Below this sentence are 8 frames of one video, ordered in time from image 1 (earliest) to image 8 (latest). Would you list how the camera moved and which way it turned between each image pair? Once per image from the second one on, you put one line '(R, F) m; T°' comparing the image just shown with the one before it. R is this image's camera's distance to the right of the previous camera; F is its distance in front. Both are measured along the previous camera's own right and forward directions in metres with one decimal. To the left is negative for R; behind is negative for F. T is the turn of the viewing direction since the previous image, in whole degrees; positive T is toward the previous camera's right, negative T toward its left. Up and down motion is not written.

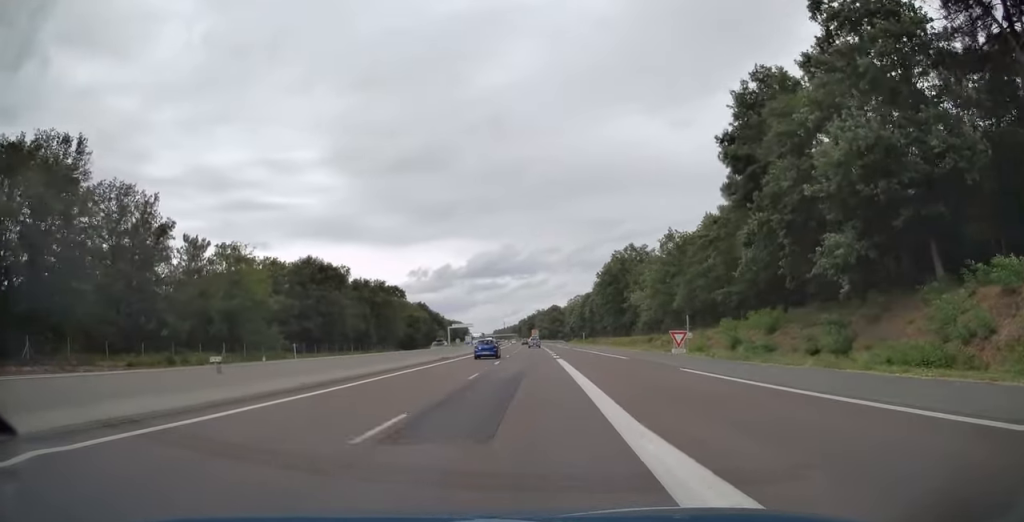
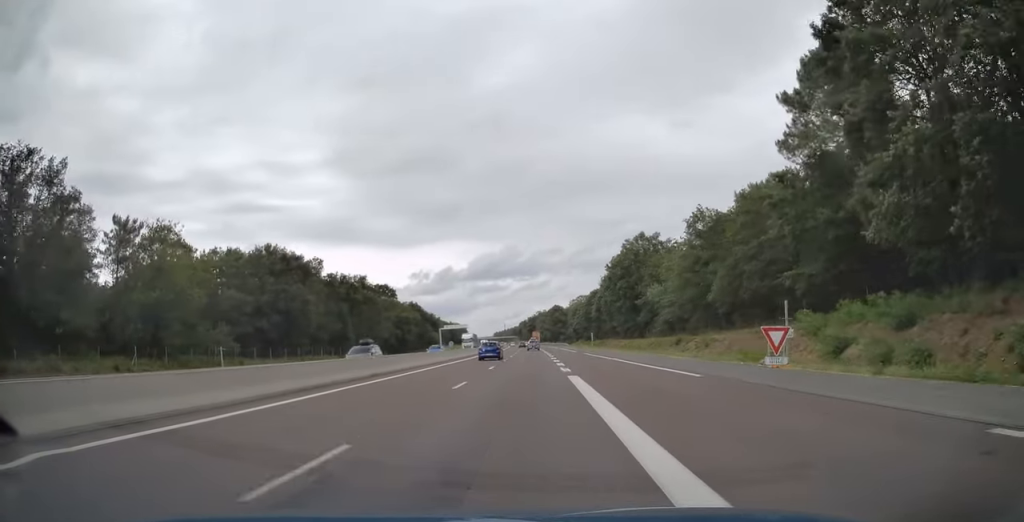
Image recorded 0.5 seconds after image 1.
(0.0, +16.1) m; 0°
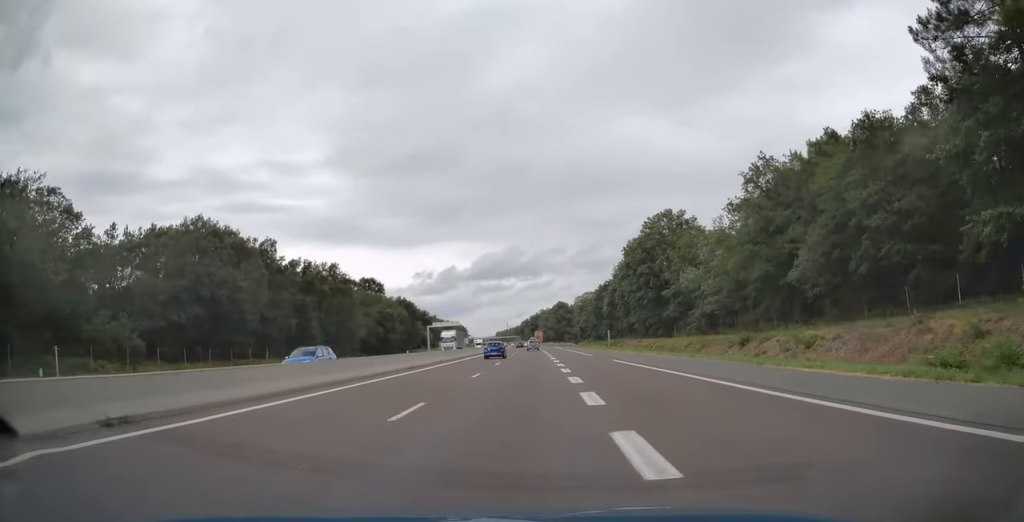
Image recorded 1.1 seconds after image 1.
(-0.1, +20.4) m; 0°
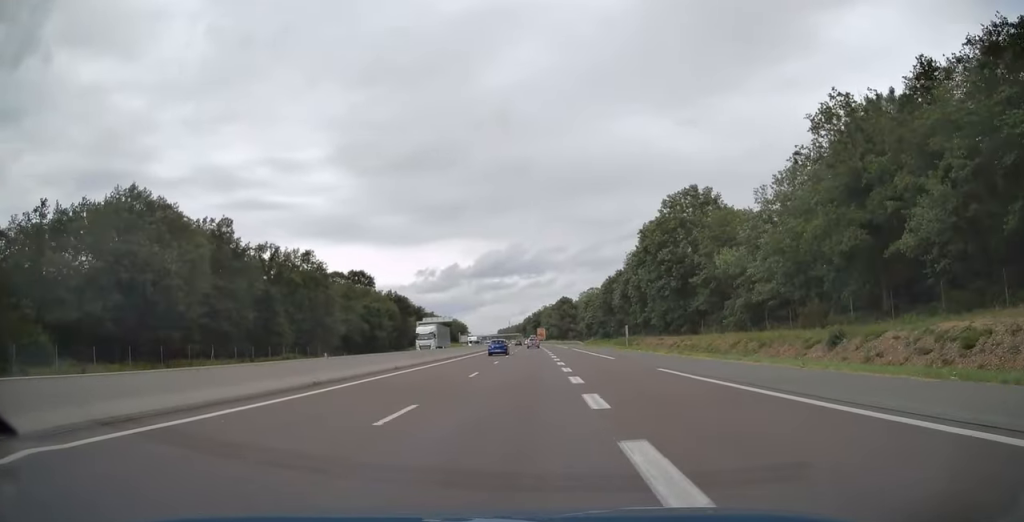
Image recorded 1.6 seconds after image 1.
(0.0, +13.9) m; 0°
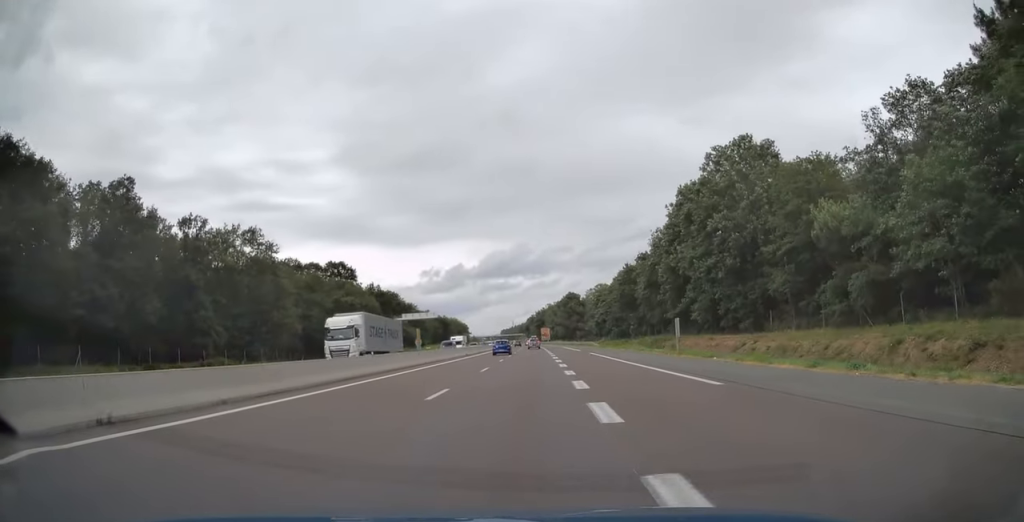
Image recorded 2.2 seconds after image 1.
(-0.2, +21.5) m; 0°
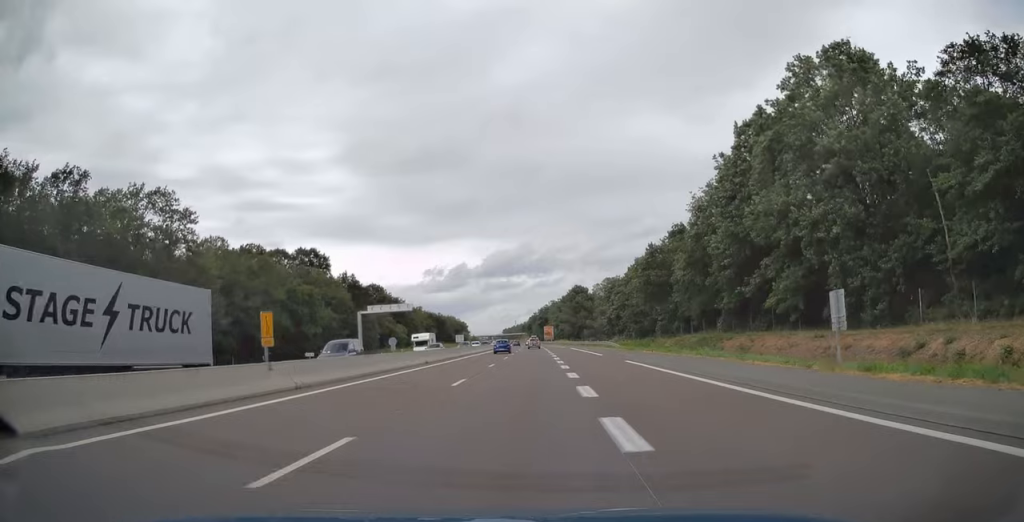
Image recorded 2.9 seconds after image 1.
(-0.1, +22.0) m; 0°
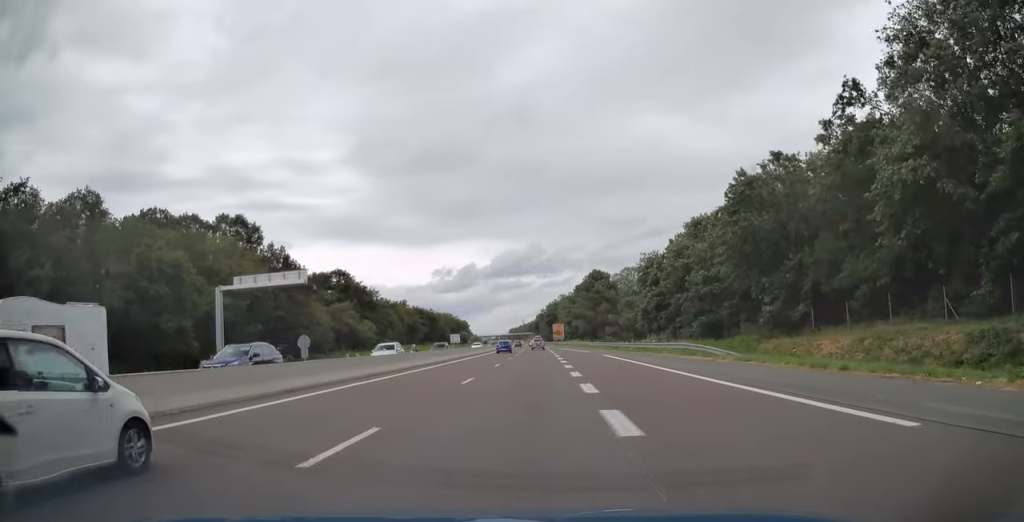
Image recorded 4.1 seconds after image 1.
(-0.2, +38.2) m; -1°
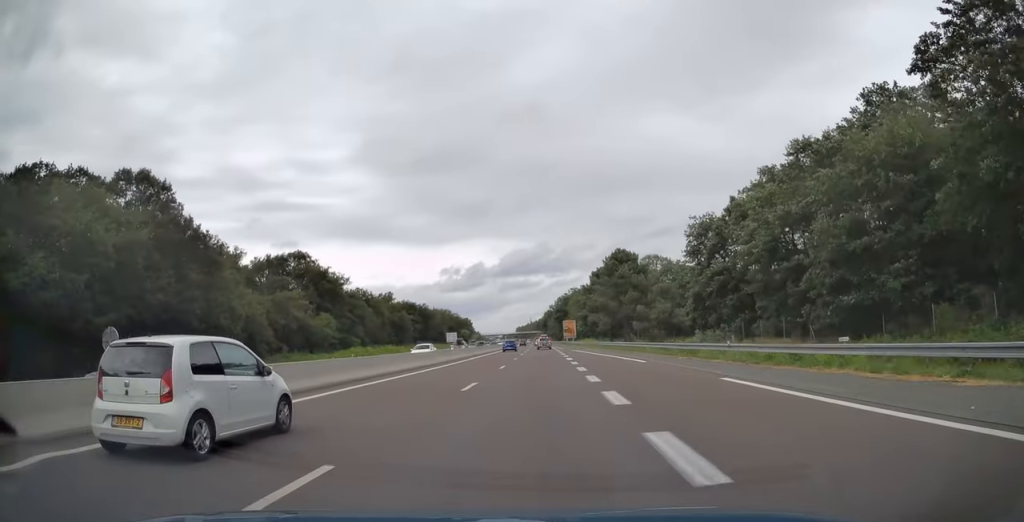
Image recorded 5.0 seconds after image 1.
(-0.1, +29.0) m; 0°
